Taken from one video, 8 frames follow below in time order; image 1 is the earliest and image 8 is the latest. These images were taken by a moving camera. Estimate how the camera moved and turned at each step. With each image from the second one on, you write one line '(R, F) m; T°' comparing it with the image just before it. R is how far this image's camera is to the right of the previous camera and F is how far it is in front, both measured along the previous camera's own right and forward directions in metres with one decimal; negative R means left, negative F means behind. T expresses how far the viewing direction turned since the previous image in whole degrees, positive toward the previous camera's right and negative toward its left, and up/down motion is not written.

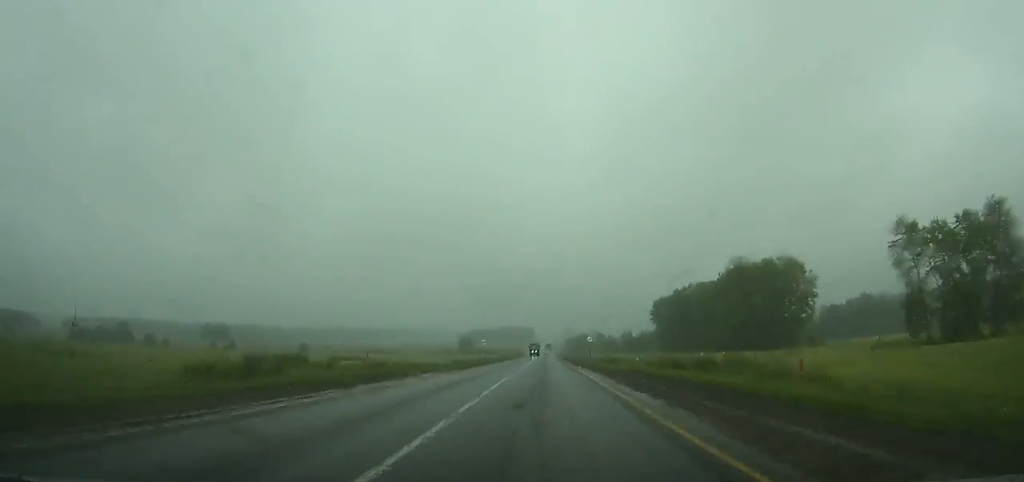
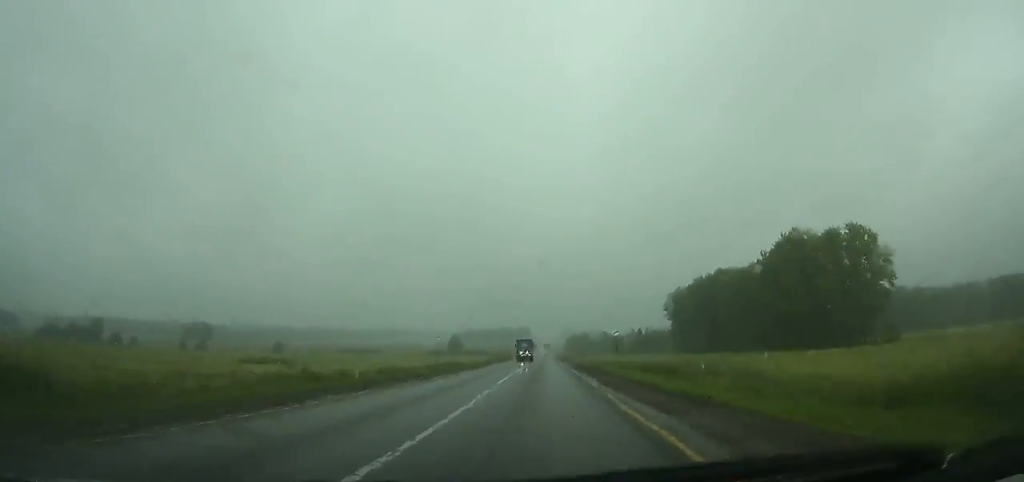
(0.0, +33.7) m; 0°
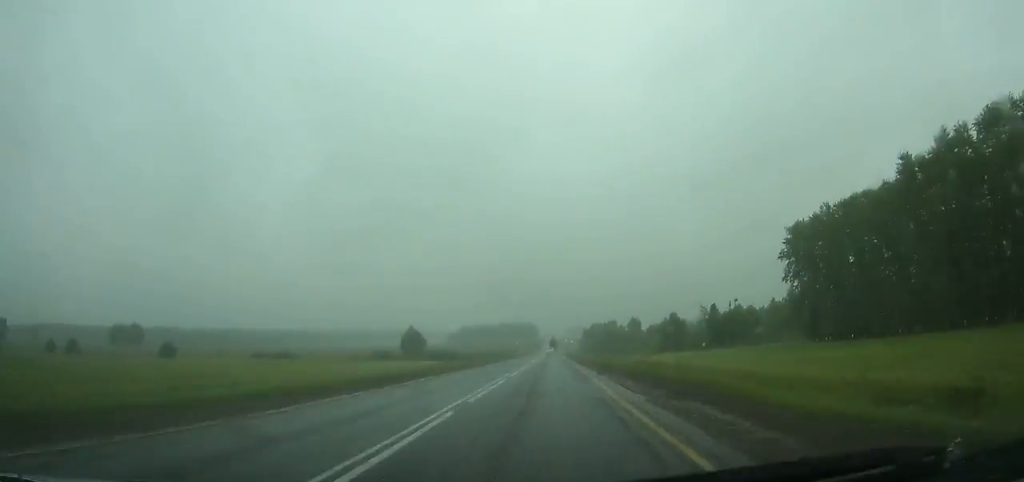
(-0.4, +117.2) m; 0°
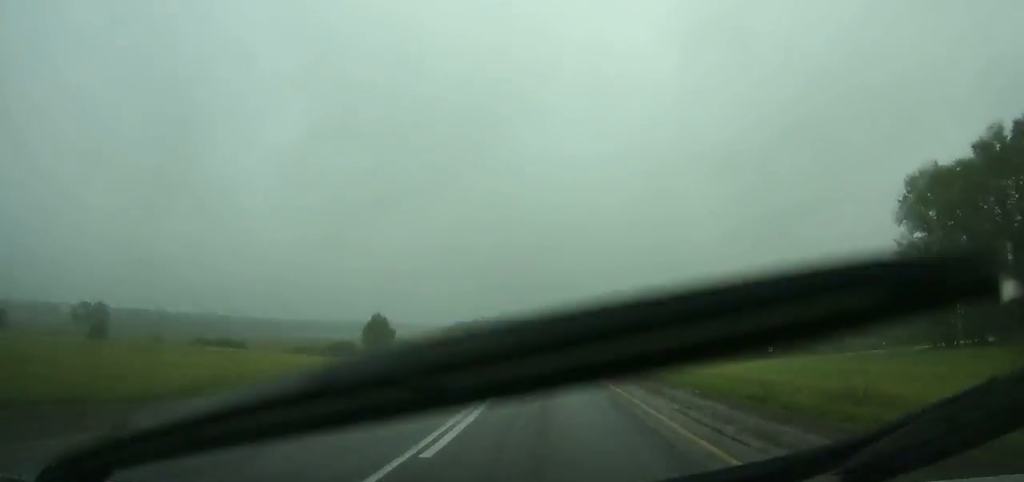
(0.0, +42.7) m; 0°
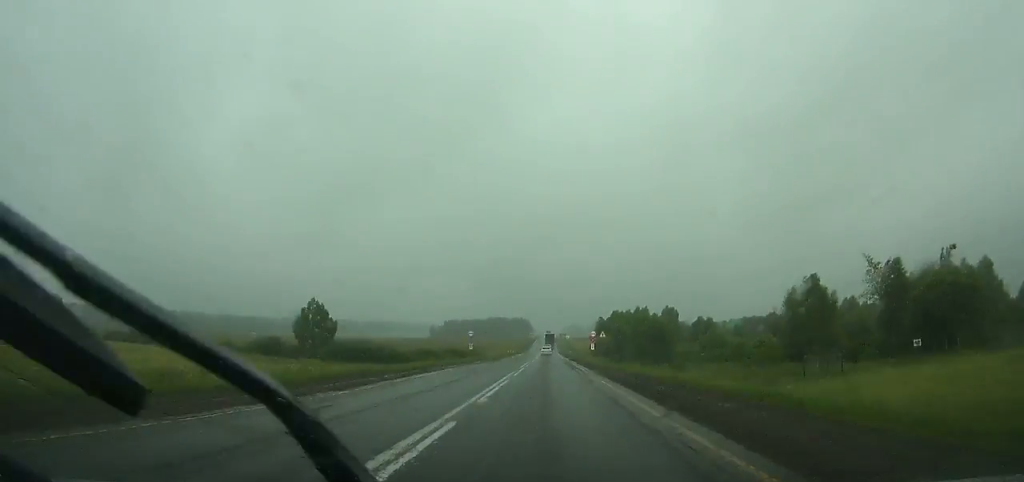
(0.0, +42.5) m; 0°
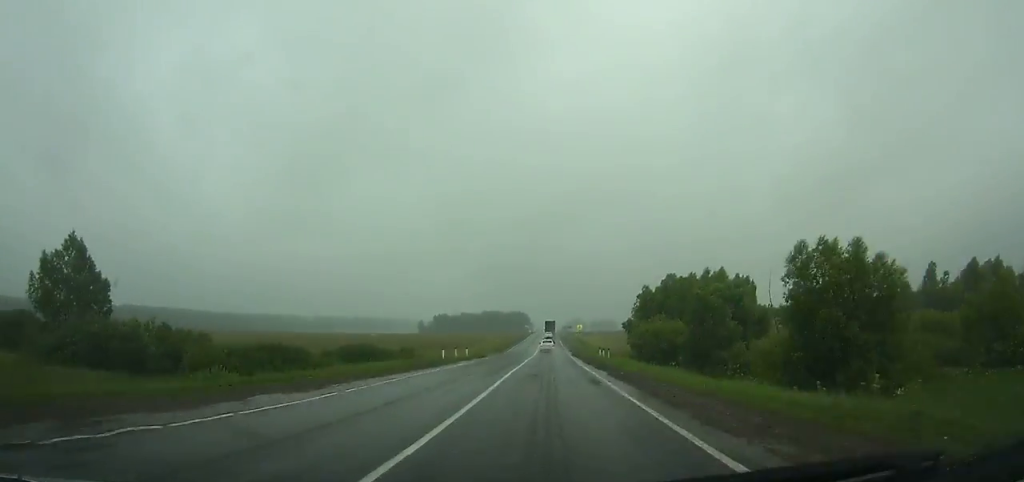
(+0.4, +69.1) m; 0°
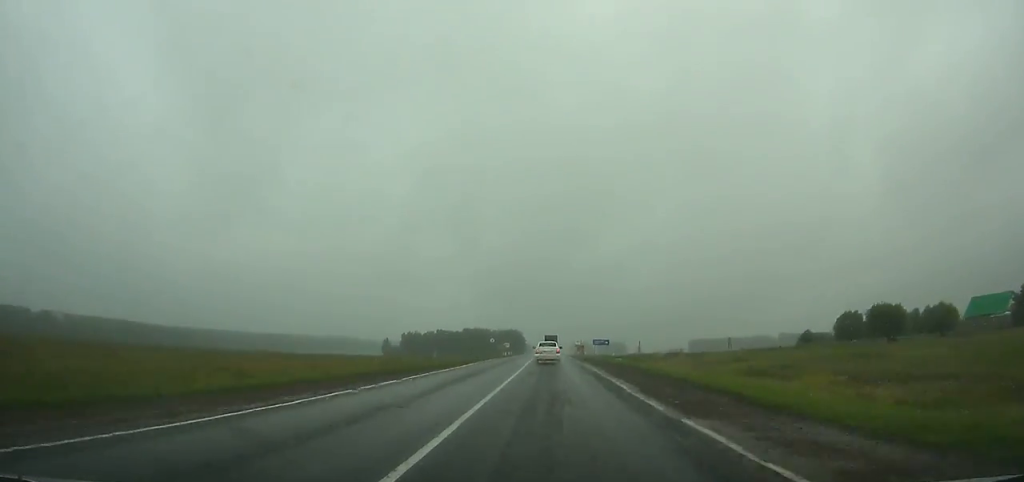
(0.0, +141.8) m; 0°
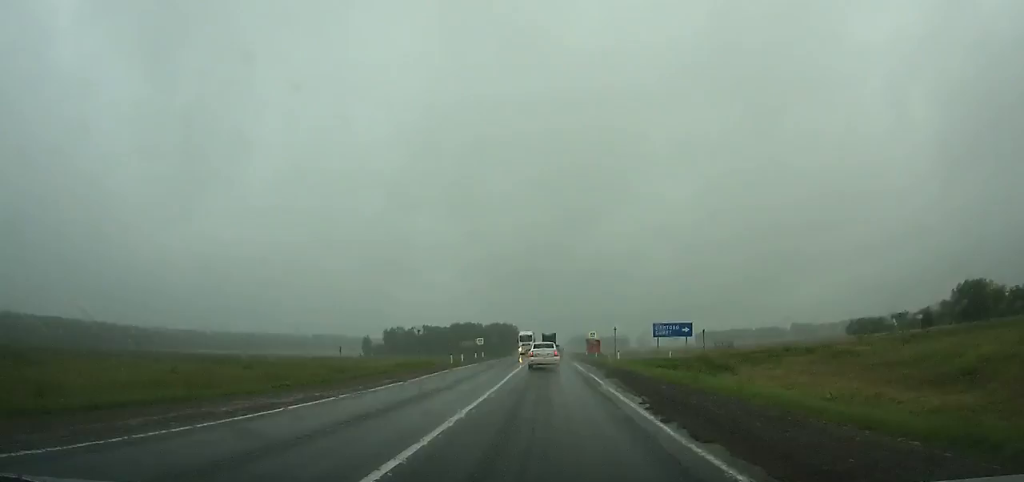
(+0.1, +53.3) m; 0°
